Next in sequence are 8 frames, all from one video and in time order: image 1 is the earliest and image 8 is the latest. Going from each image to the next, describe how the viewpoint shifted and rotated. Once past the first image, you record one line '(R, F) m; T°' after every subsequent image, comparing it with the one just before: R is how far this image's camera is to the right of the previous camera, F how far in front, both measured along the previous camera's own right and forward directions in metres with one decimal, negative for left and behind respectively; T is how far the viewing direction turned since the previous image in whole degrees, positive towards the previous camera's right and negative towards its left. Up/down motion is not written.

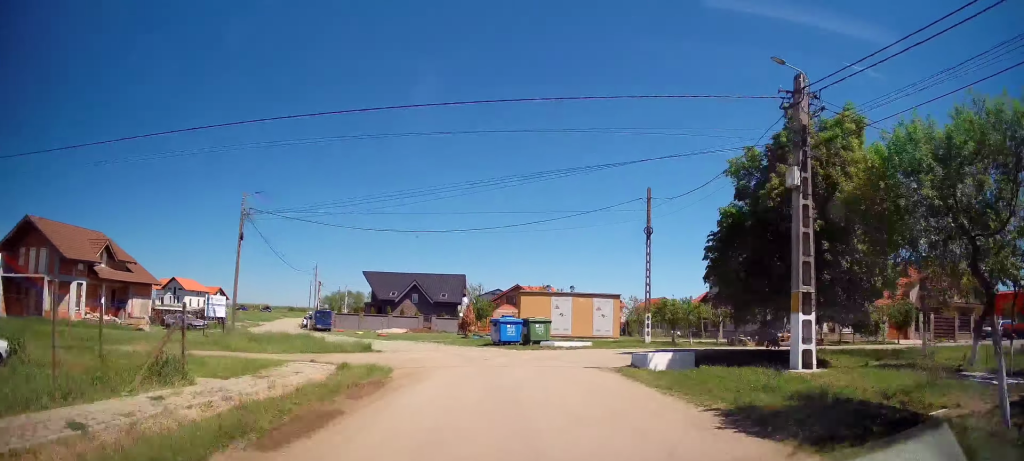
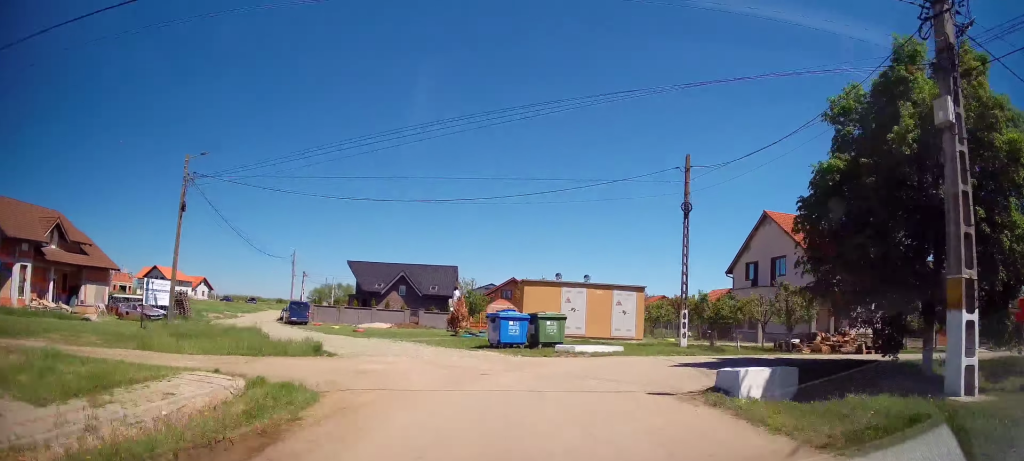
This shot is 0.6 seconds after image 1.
(-0.2, +5.7) m; +1°
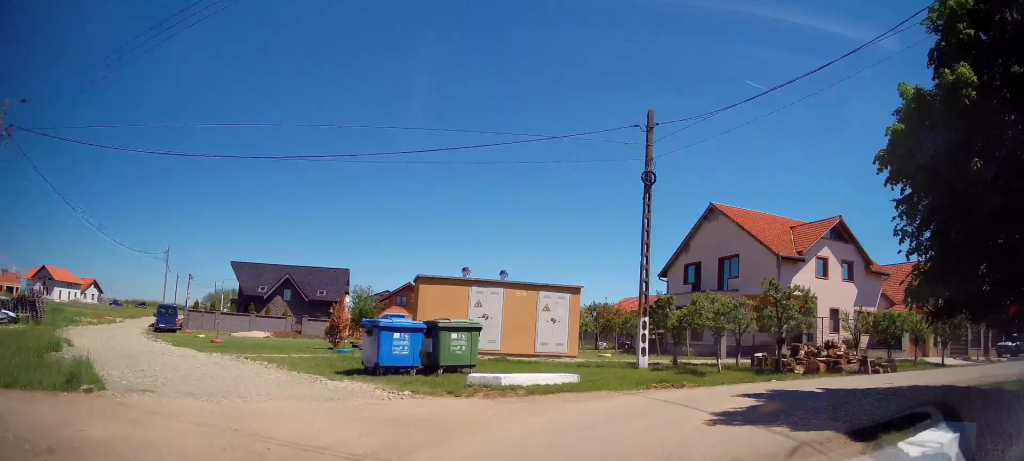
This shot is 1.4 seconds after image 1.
(+0.4, +6.9) m; +9°
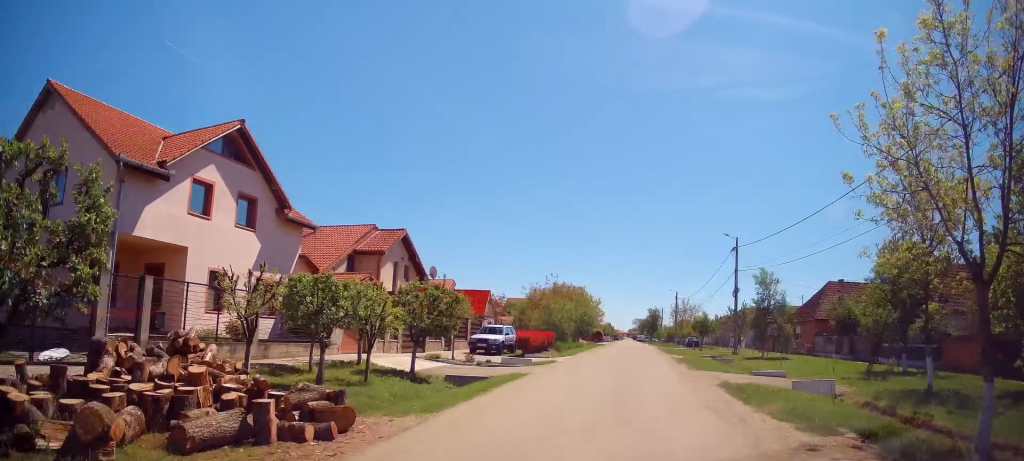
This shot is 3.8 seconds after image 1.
(+6.7, +12.5) m; +64°
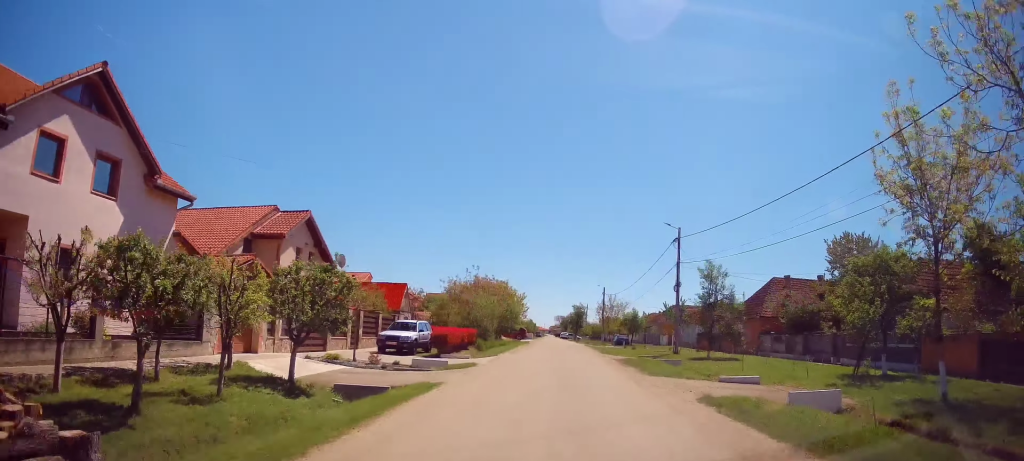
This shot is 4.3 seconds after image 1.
(+0.7, +3.6) m; +8°
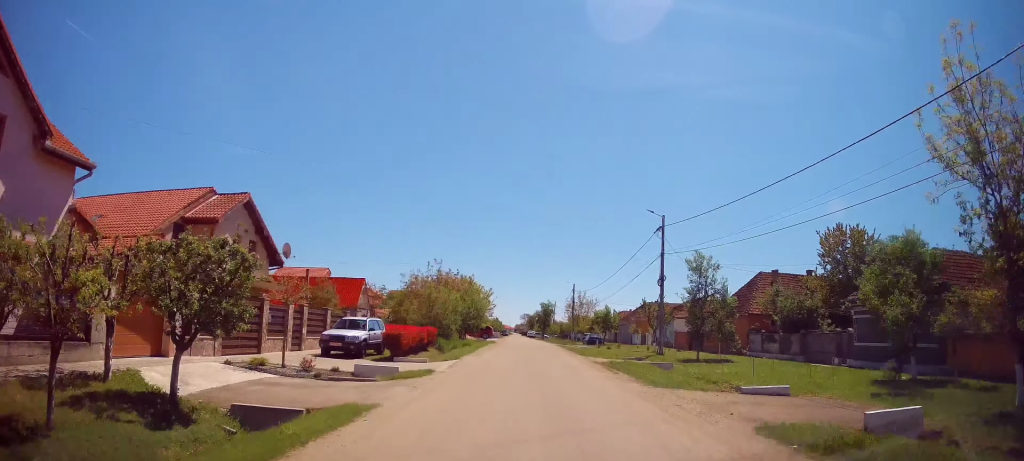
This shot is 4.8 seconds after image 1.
(+0.2, +3.4) m; +5°
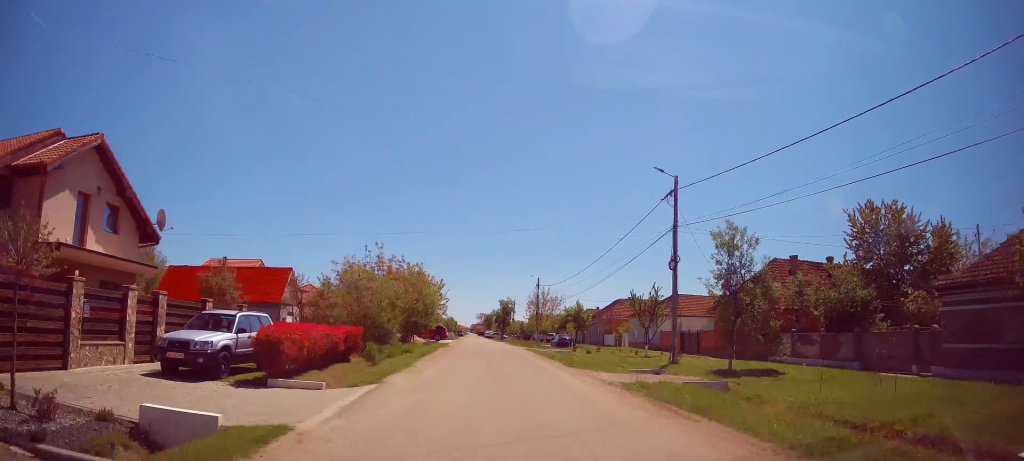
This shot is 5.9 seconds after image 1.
(+0.3, +8.0) m; +5°
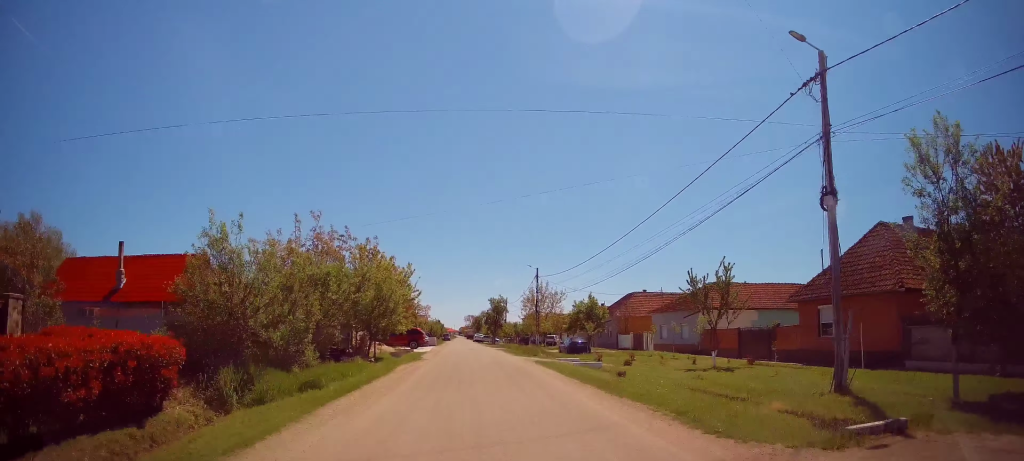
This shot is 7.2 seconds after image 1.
(+0.4, +10.9) m; +1°
